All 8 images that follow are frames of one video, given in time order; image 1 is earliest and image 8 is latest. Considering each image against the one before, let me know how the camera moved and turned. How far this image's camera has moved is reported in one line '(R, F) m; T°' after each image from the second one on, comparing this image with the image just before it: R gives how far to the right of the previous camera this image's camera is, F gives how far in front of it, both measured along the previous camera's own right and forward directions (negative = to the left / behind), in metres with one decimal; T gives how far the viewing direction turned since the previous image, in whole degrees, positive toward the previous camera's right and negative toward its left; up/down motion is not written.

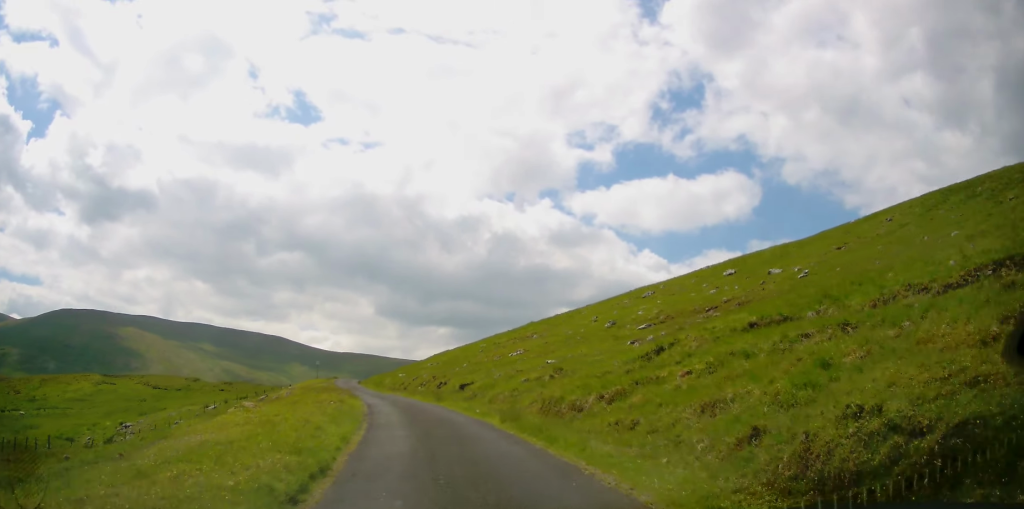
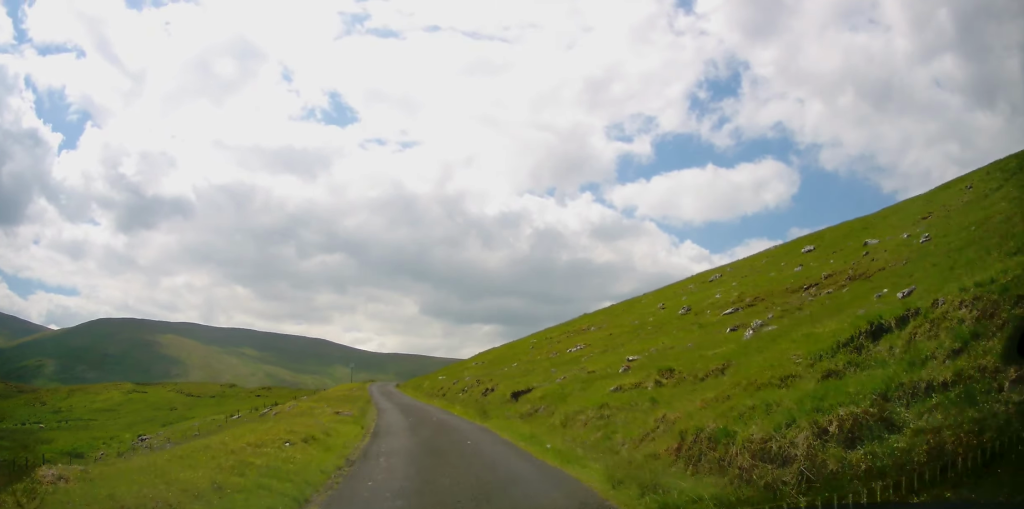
(-0.1, +6.3) m; -3°
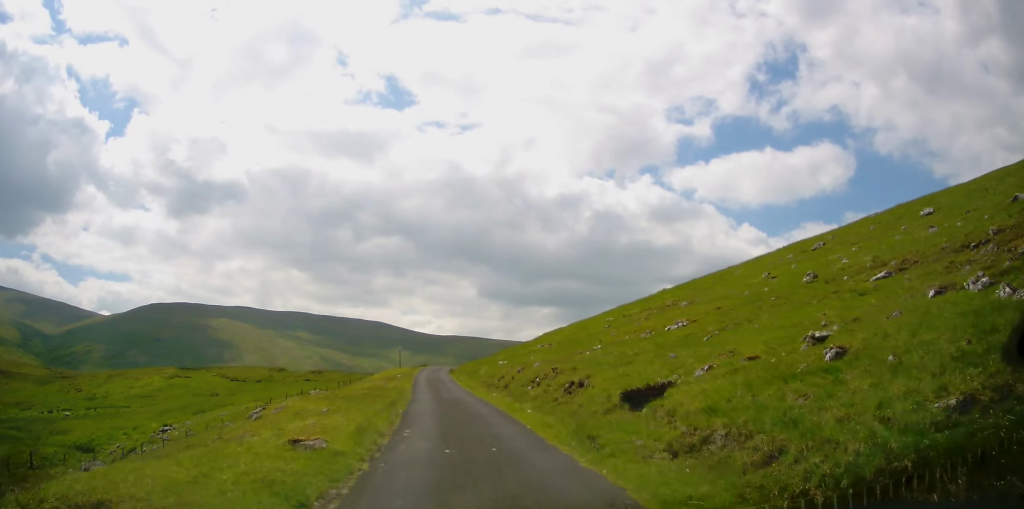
(-0.3, +7.7) m; -3°
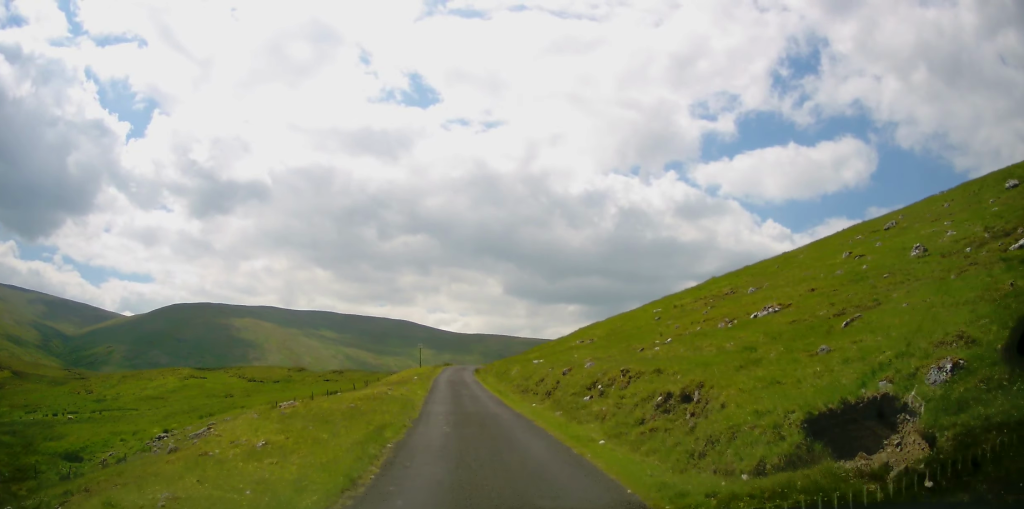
(-0.1, +5.8) m; -2°
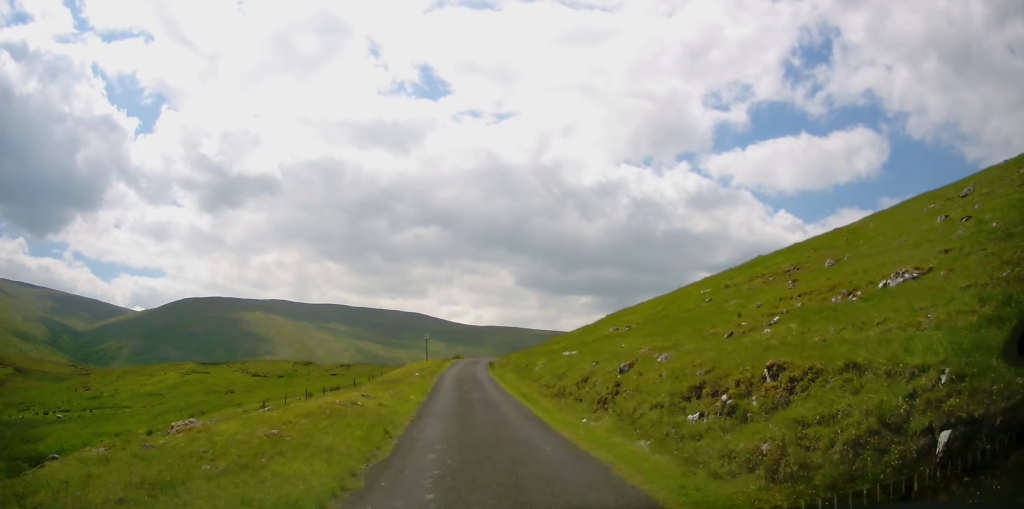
(0.0, +6.1) m; -2°
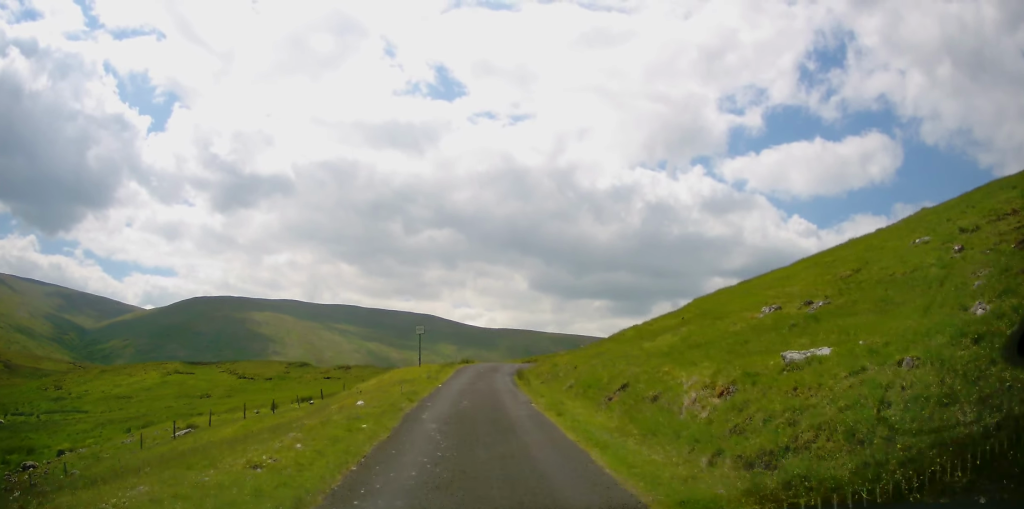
(-0.5, +15.7) m; -1°
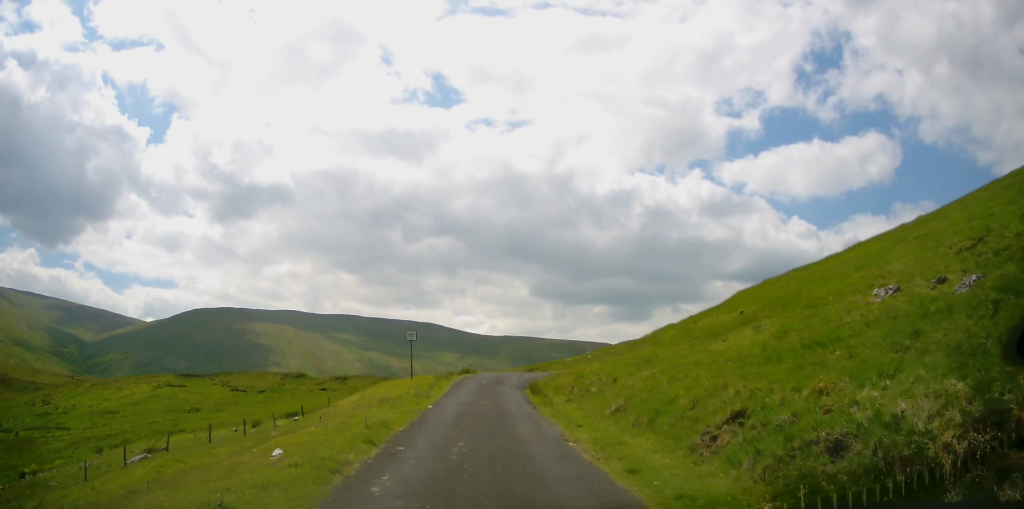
(+0.1, +5.0) m; 0°
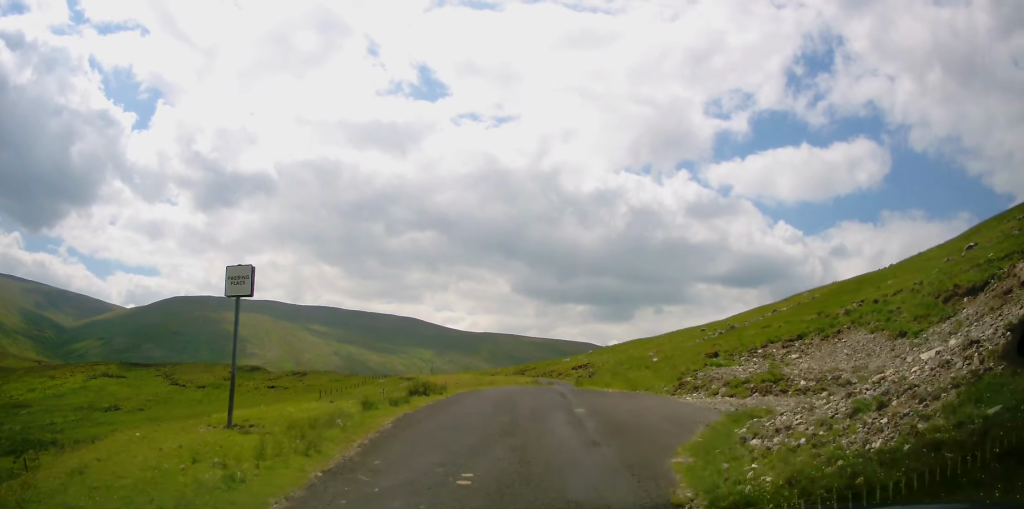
(-0.6, +20.2) m; -1°
